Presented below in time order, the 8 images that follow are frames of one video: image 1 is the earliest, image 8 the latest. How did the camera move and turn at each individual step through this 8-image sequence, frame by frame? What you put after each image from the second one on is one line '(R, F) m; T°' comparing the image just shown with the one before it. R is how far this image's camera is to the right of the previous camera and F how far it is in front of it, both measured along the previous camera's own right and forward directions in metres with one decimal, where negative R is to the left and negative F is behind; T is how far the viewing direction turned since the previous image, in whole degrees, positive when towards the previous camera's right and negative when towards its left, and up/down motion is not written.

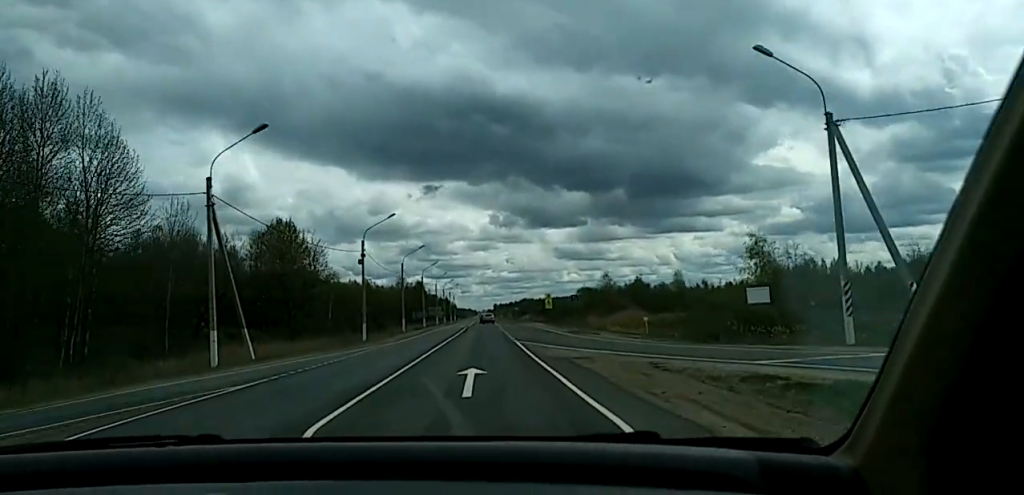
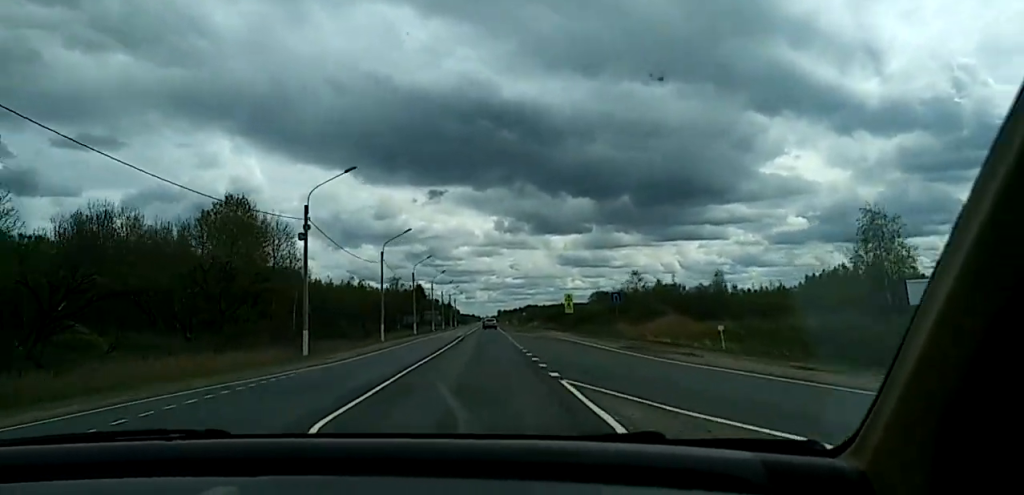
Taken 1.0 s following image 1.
(+0.3, +22.5) m; 0°
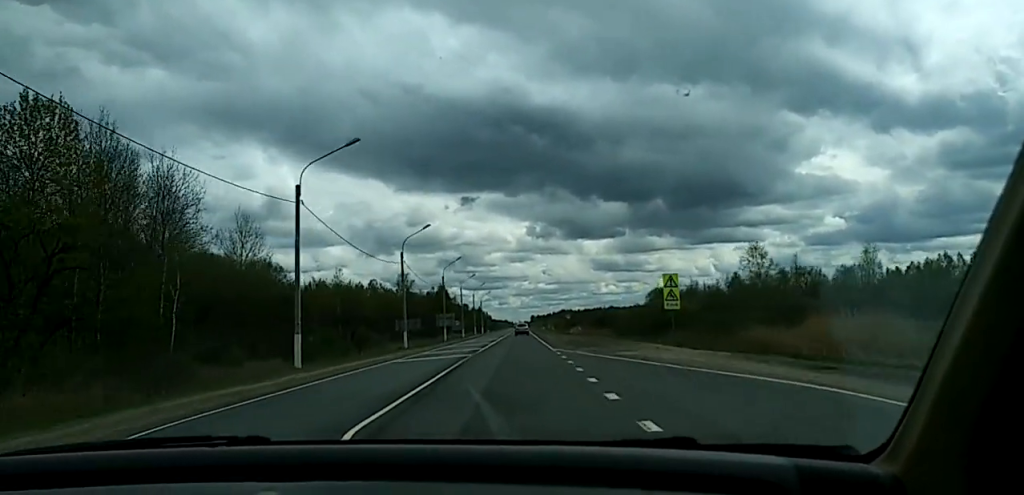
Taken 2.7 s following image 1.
(-0.1, +41.8) m; 0°
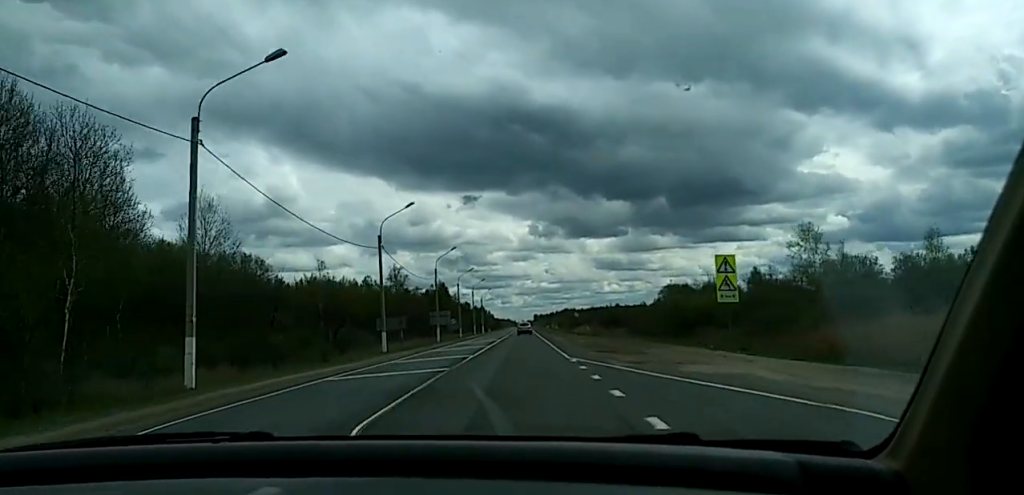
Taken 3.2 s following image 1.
(+0.1, +11.5) m; 0°
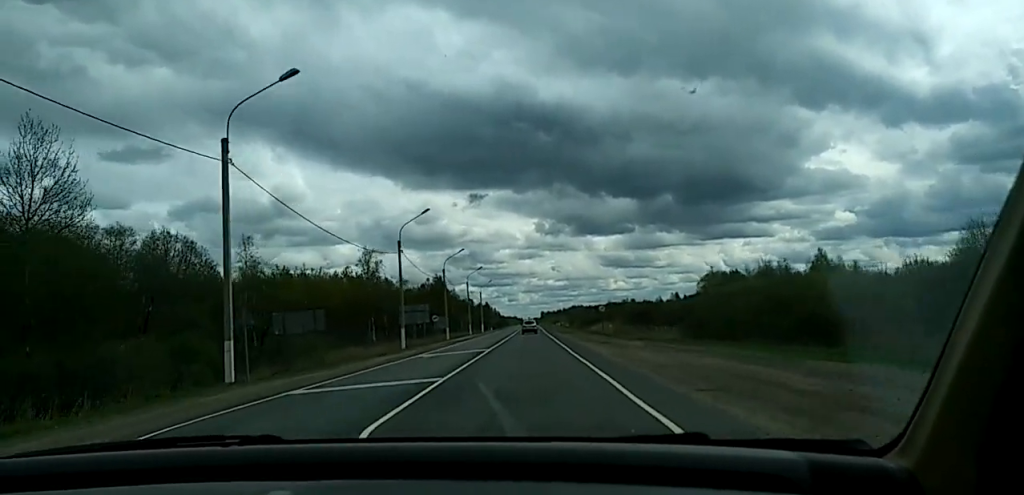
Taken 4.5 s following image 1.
(-0.4, +31.8) m; 0°
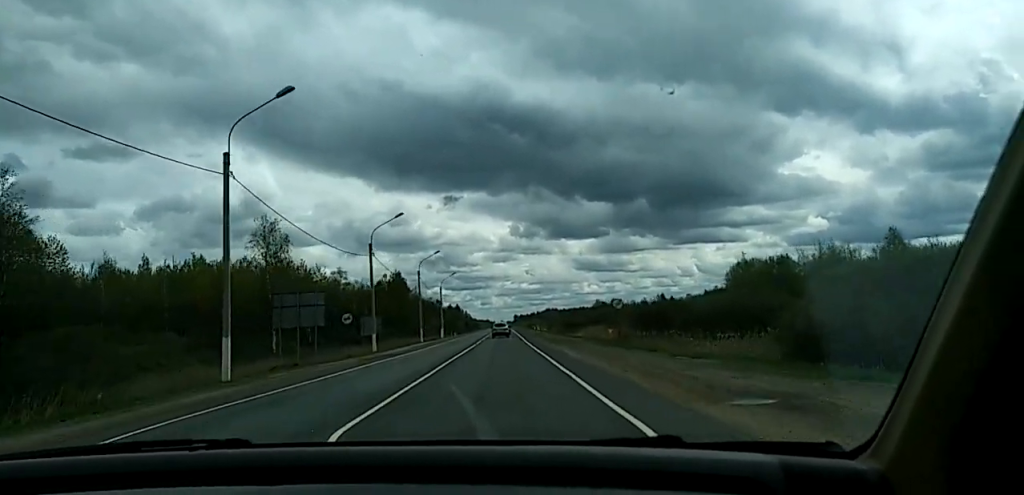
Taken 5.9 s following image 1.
(+0.1, +33.0) m; 0°
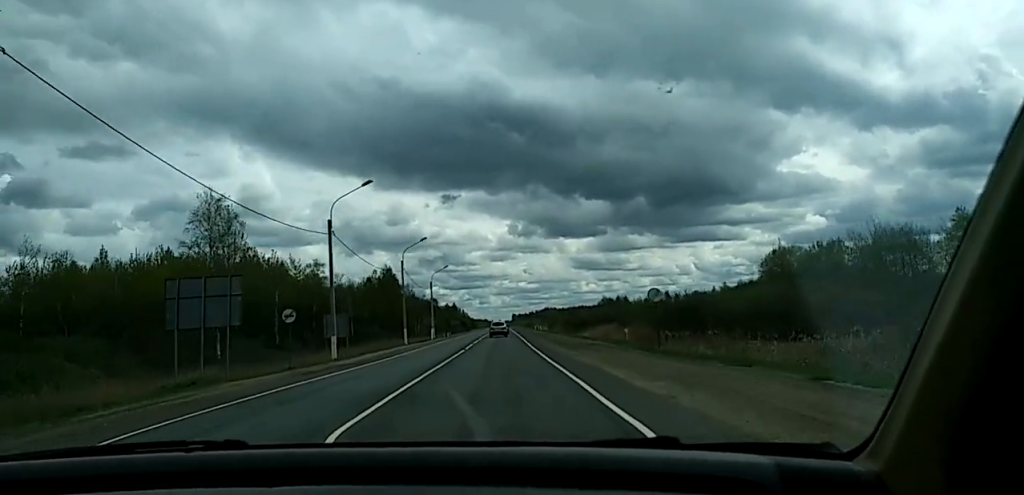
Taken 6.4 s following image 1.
(0.0, +13.6) m; 0°
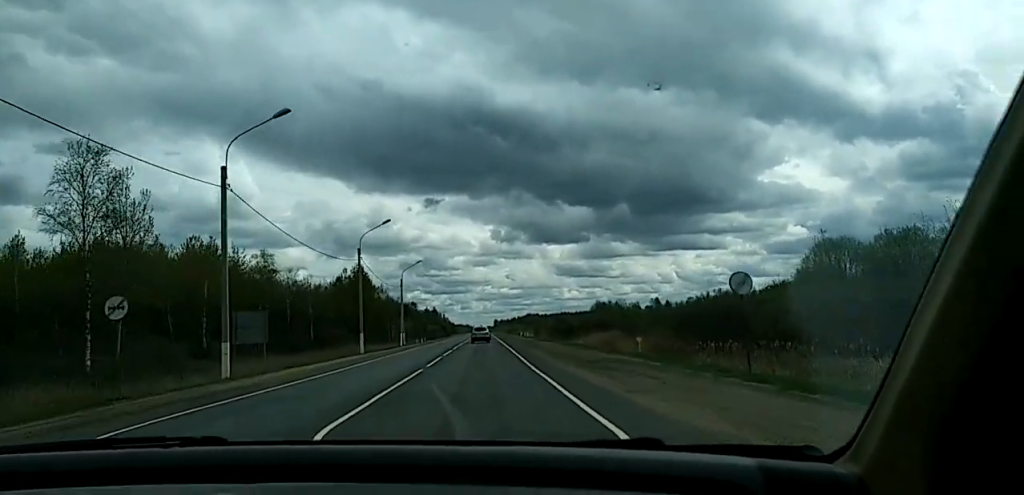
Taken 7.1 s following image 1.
(0.0, +16.4) m; 0°
